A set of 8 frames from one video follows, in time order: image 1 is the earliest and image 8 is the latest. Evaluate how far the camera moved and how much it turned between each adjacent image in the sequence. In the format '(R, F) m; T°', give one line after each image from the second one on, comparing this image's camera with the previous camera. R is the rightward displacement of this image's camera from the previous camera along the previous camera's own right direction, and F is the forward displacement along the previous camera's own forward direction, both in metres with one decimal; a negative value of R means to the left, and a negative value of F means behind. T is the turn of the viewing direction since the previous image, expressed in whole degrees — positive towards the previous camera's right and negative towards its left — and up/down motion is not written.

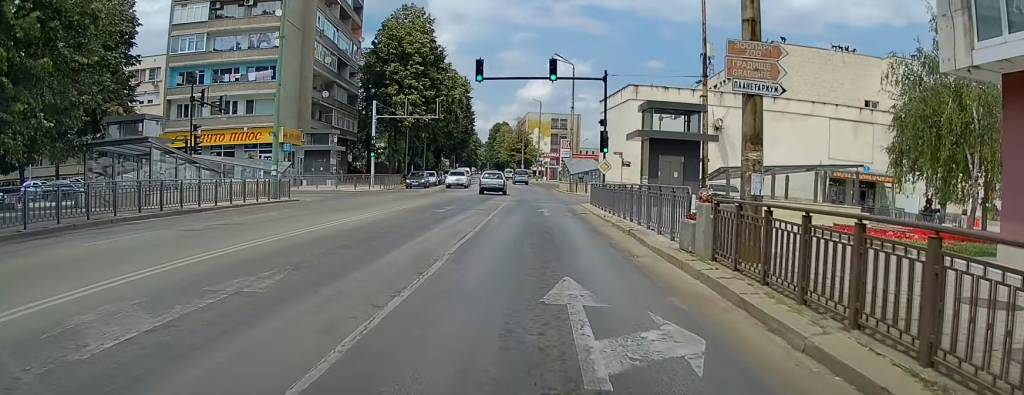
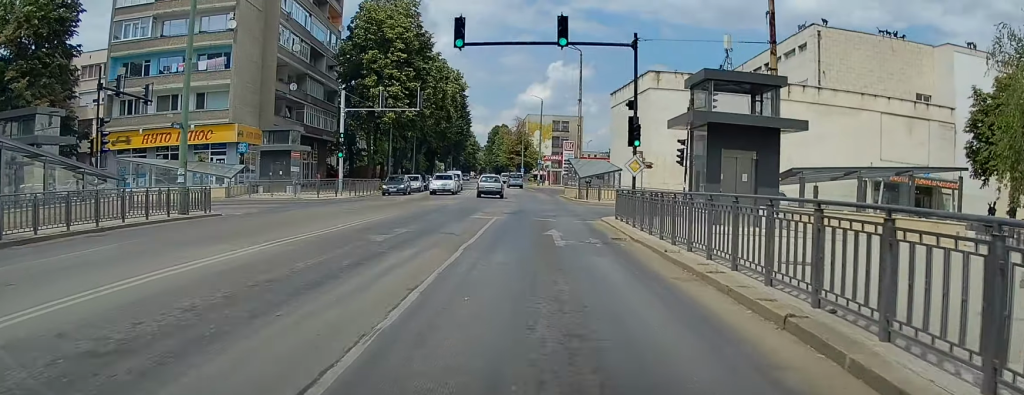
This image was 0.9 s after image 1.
(-0.3, +9.0) m; 0°
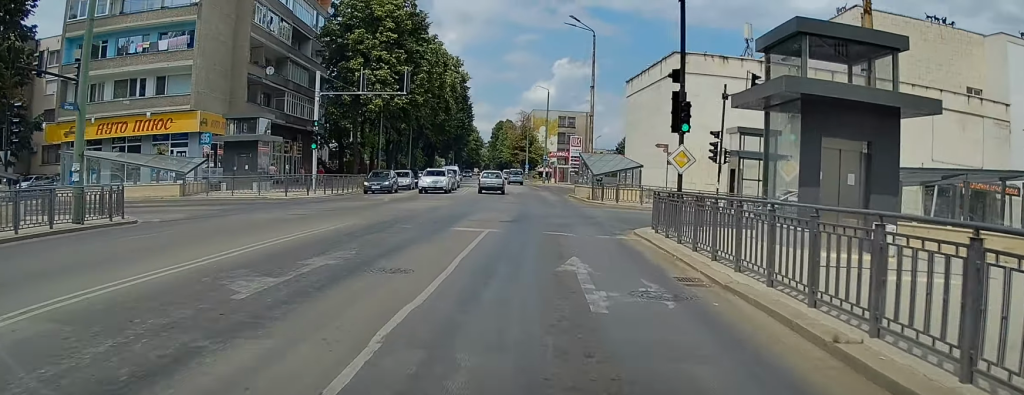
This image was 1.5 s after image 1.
(0.0, +6.4) m; +1°
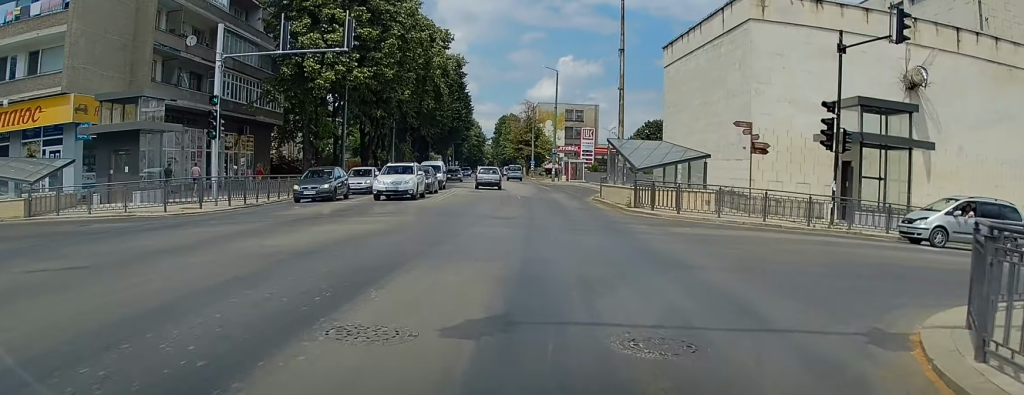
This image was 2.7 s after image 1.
(+0.4, +14.0) m; 0°
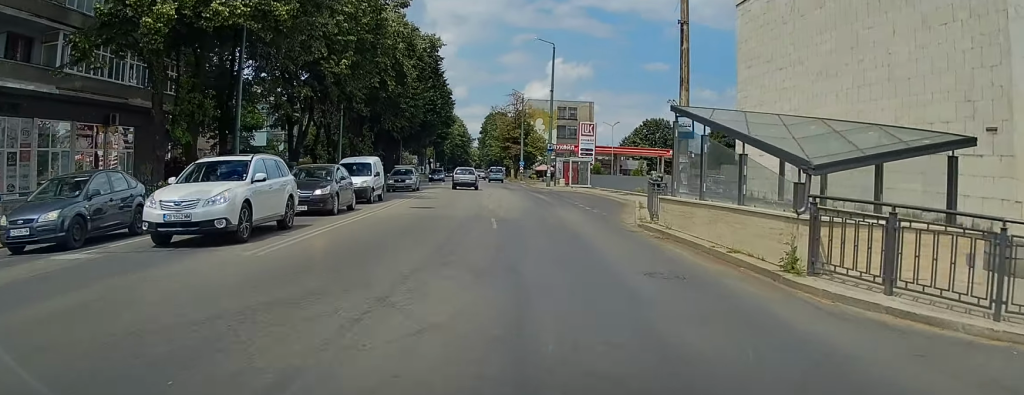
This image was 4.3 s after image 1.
(-0.3, +18.4) m; -3°
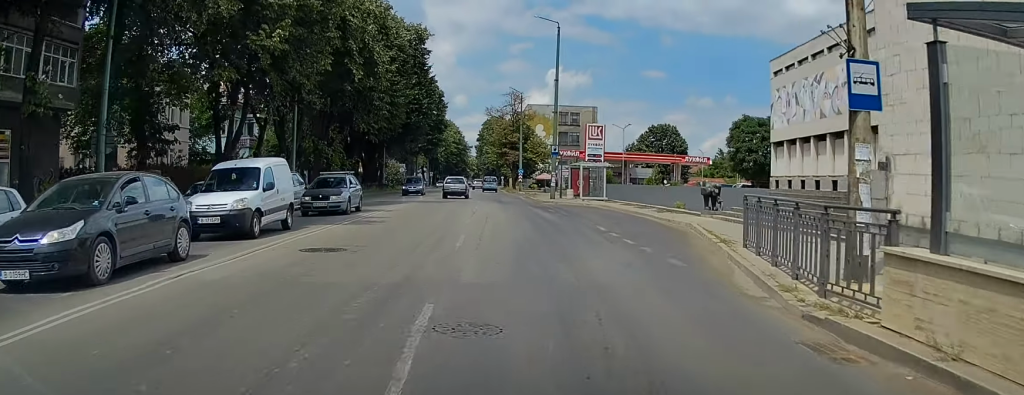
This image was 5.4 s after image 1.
(-0.3, +12.3) m; 0°
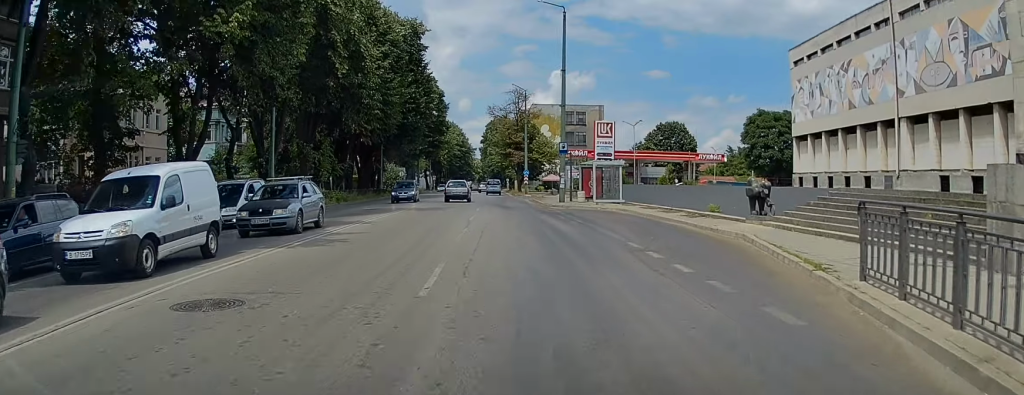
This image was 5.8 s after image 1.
(+0.1, +5.1) m; 0°
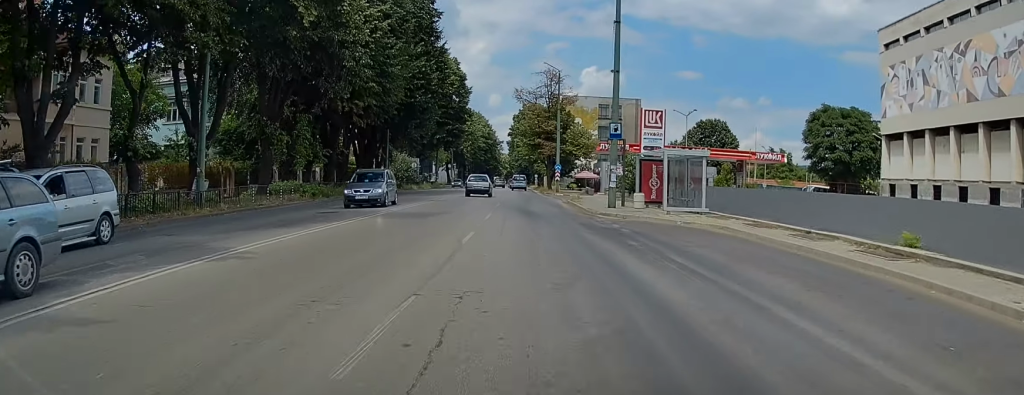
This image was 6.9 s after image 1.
(-0.1, +13.2) m; -1°
